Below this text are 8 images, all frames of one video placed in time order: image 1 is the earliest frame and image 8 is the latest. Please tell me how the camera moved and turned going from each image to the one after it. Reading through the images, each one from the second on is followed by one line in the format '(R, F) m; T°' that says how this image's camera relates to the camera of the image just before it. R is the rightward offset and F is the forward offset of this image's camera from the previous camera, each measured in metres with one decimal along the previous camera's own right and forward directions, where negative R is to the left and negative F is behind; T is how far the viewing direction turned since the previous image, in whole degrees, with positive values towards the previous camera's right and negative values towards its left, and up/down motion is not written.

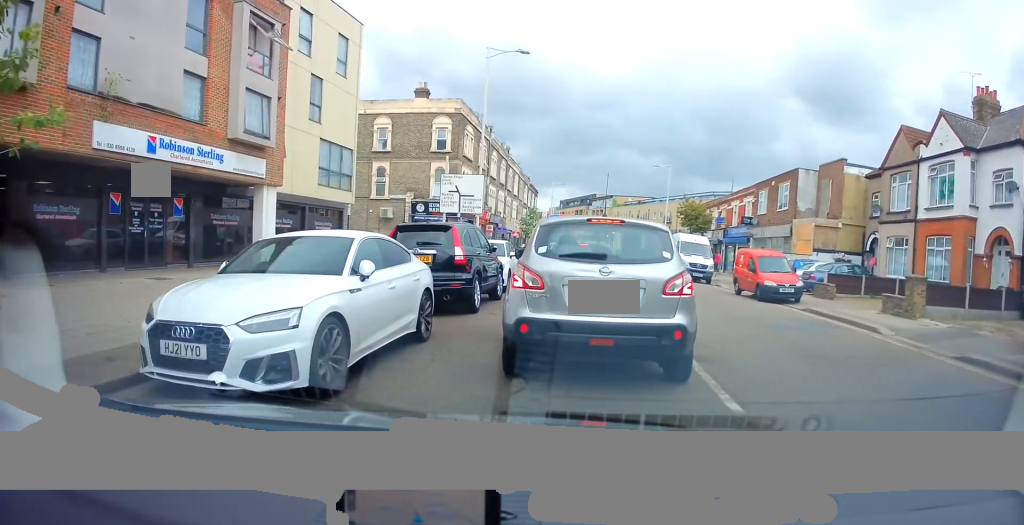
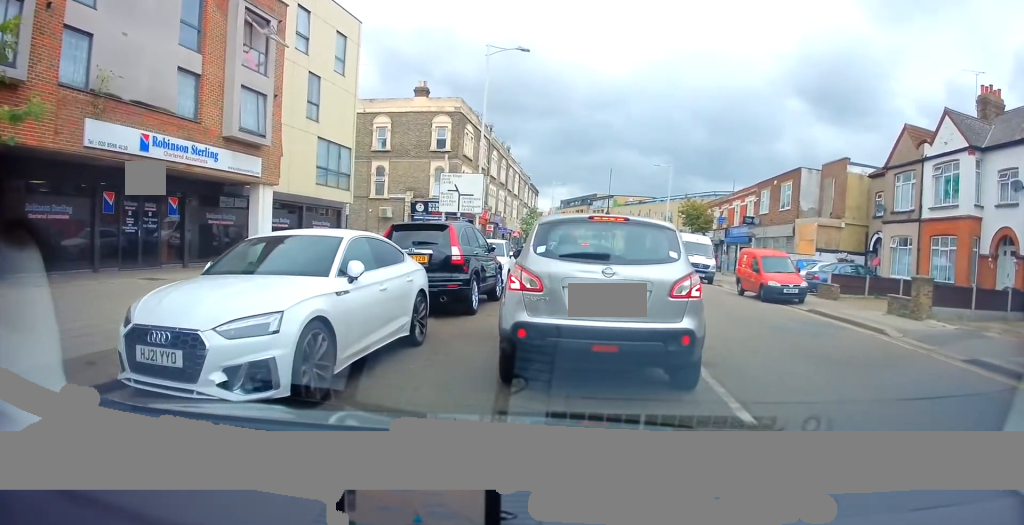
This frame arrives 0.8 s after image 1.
(0.0, +0.2) m; 0°
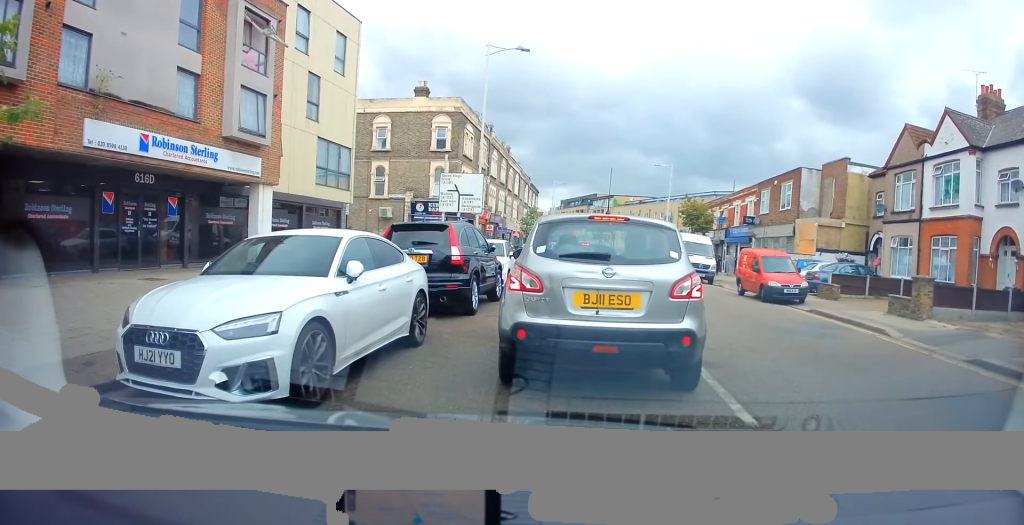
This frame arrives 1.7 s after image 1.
(0.0, +0.1) m; 0°
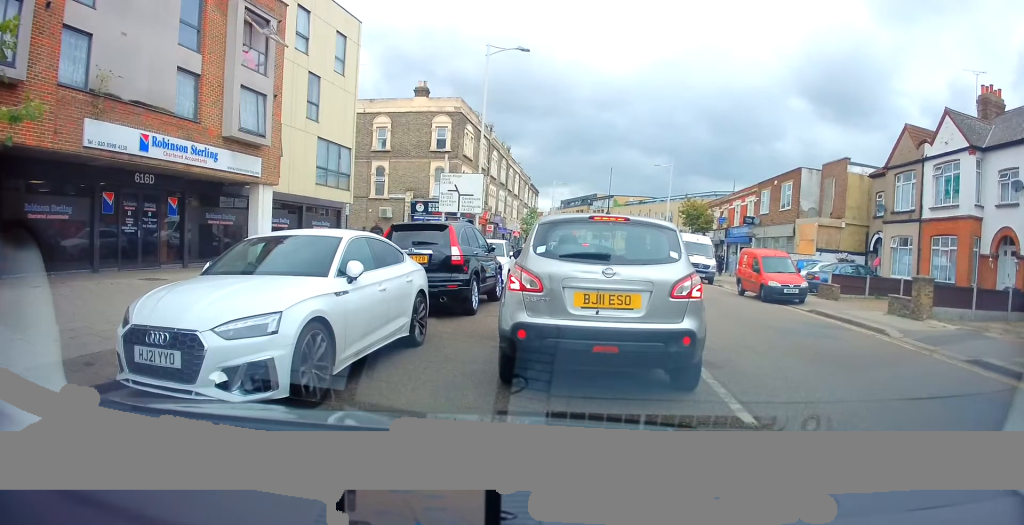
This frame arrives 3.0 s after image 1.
(0.0, 0.0) m; 0°
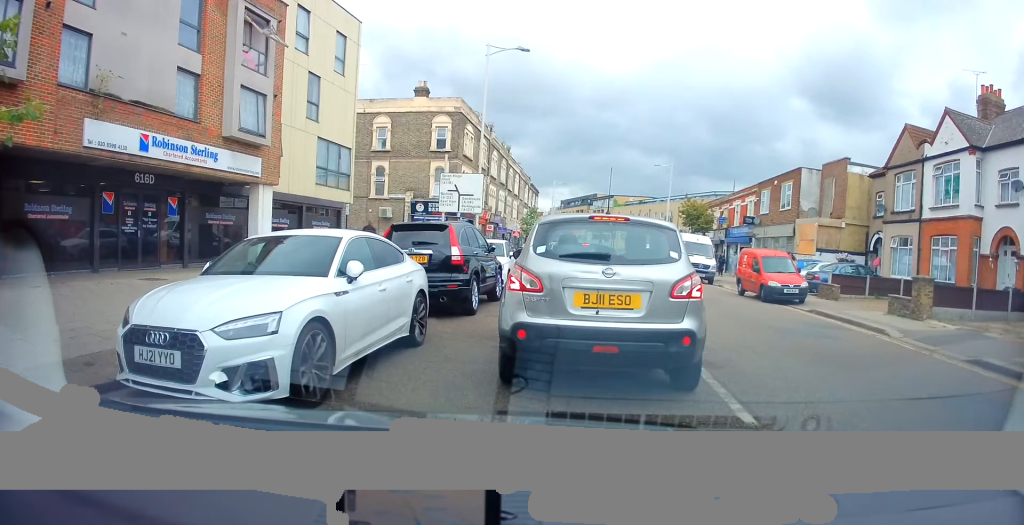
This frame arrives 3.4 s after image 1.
(0.0, 0.0) m; 0°
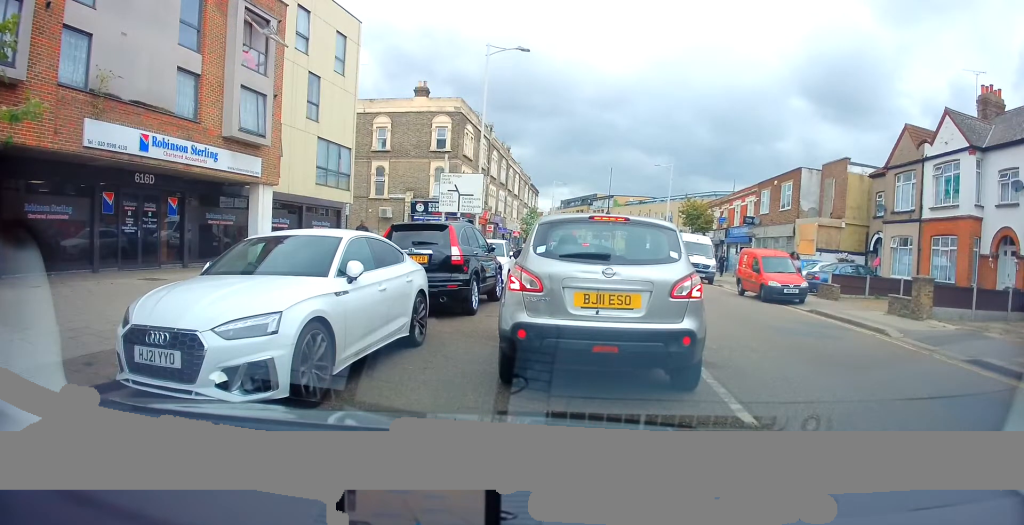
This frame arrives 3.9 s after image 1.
(0.0, 0.0) m; 0°
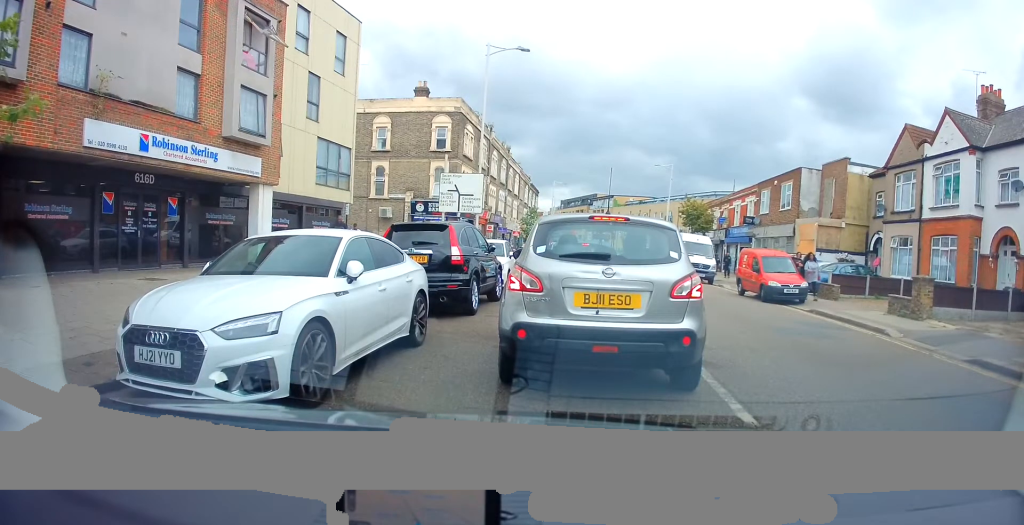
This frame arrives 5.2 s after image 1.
(0.0, 0.0) m; 0°
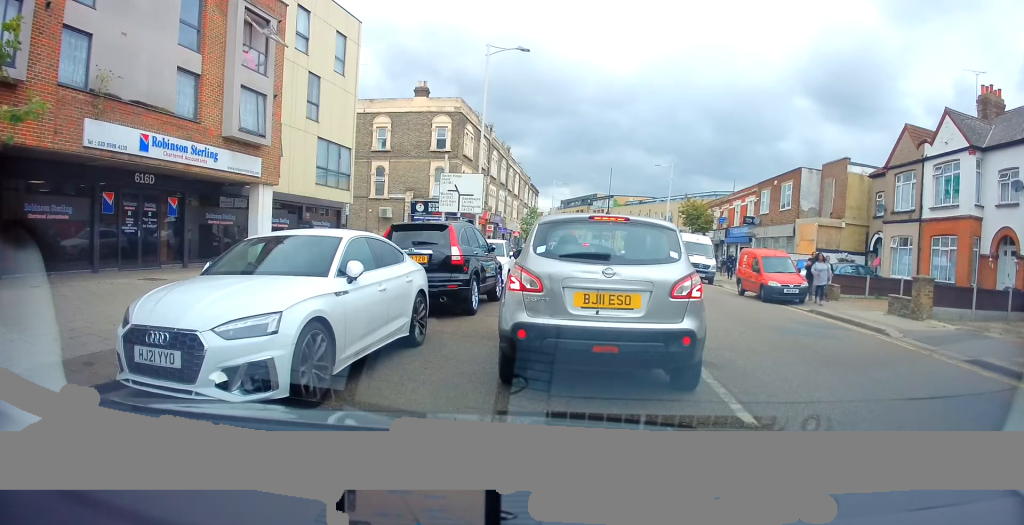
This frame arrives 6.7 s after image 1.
(0.0, 0.0) m; 0°
